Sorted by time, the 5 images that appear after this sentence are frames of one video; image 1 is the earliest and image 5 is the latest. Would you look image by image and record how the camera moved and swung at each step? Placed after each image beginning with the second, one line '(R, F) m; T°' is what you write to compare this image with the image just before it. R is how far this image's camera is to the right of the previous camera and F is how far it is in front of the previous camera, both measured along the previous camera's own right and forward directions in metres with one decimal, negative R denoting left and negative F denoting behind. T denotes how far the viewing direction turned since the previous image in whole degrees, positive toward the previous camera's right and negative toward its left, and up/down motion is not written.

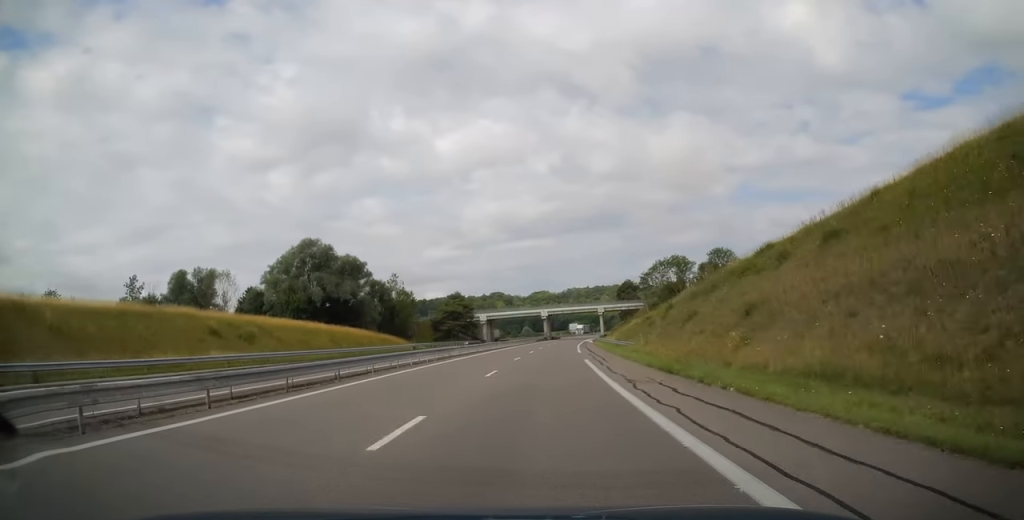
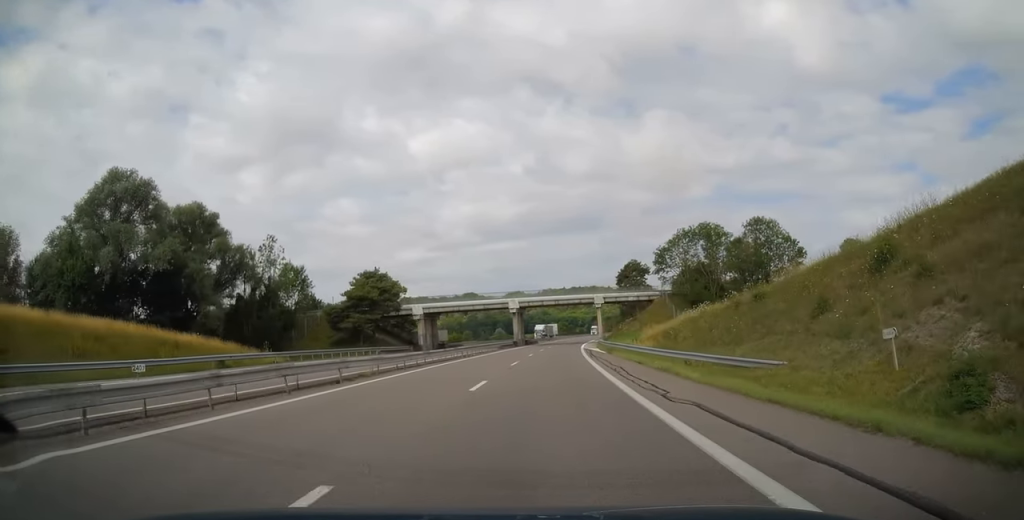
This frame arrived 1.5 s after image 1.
(+1.1, +43.4) m; +3°
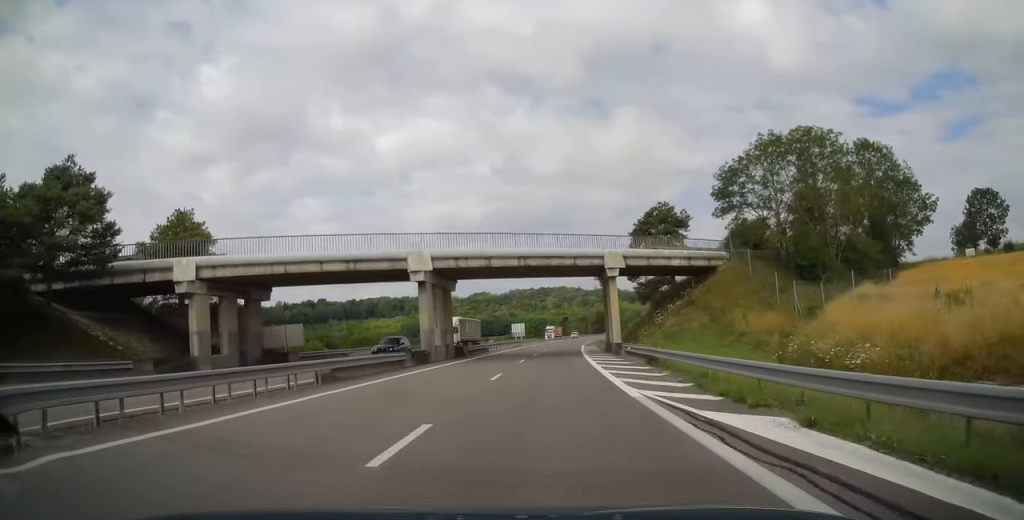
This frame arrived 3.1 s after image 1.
(+1.2, +47.3) m; +3°
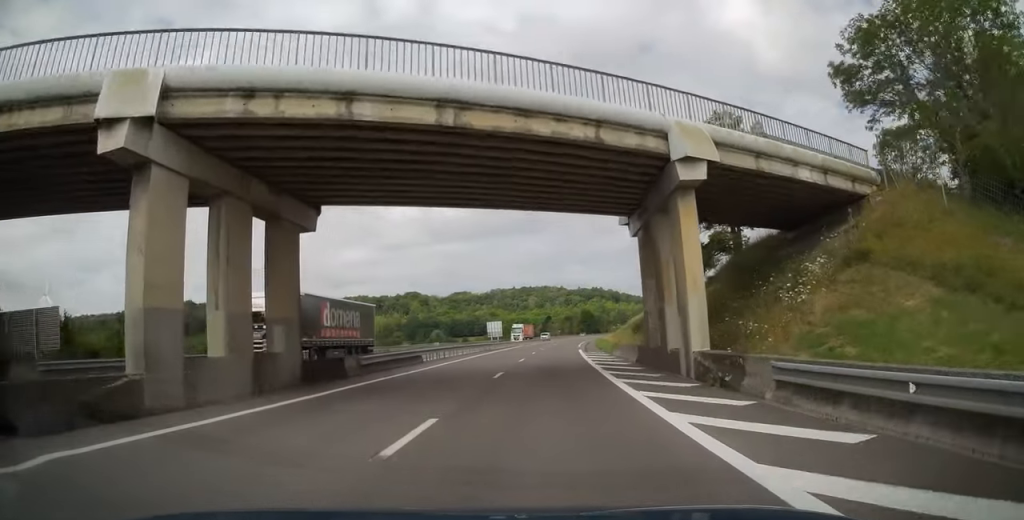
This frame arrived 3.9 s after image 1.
(+0.3, +24.8) m; +1°
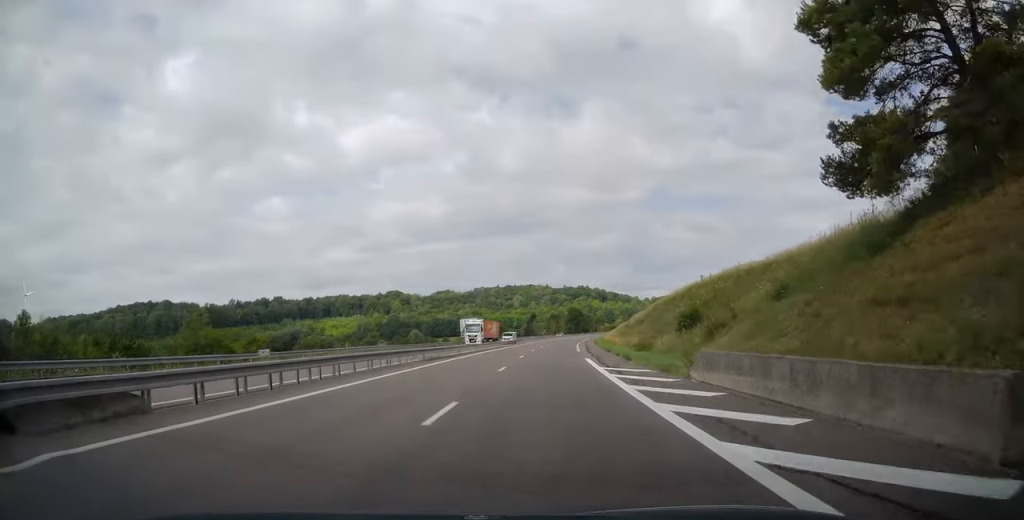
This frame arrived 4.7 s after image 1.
(+0.3, +23.4) m; +1°
